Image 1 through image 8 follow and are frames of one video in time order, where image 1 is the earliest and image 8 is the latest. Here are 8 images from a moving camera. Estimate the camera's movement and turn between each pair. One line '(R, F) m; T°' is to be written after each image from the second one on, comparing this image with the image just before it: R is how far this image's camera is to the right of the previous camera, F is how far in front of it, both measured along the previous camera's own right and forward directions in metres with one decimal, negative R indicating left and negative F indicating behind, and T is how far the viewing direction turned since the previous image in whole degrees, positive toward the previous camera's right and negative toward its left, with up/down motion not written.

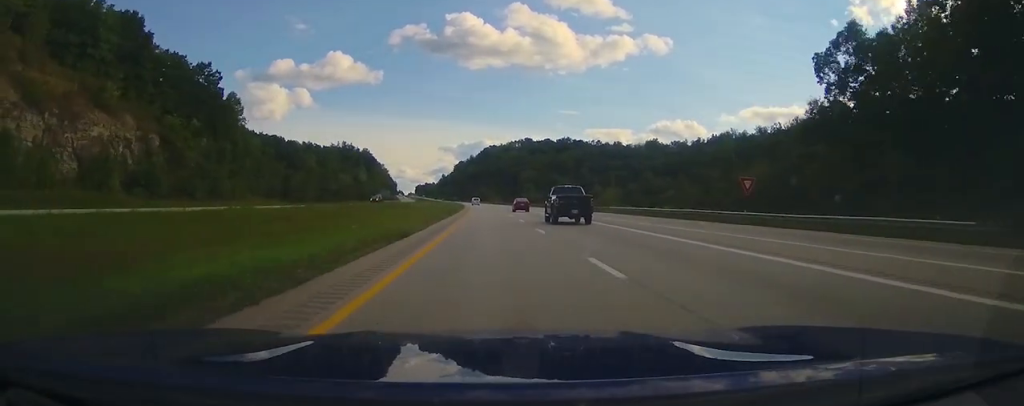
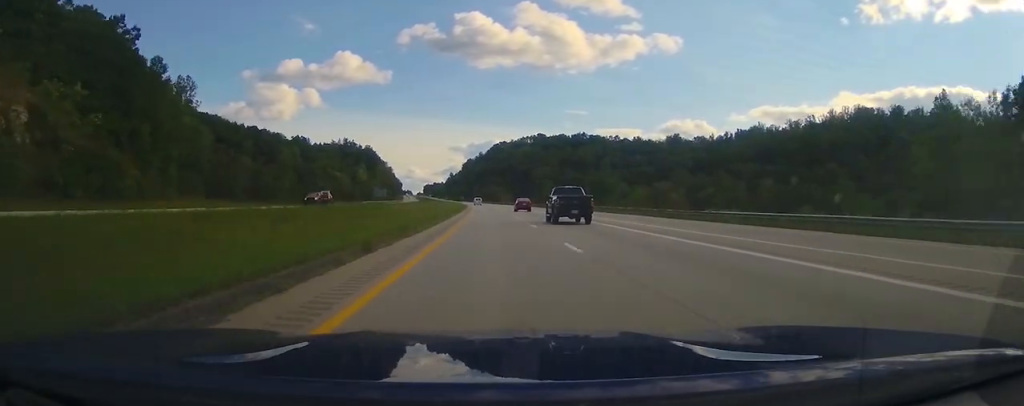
(0.0, +32.5) m; -1°
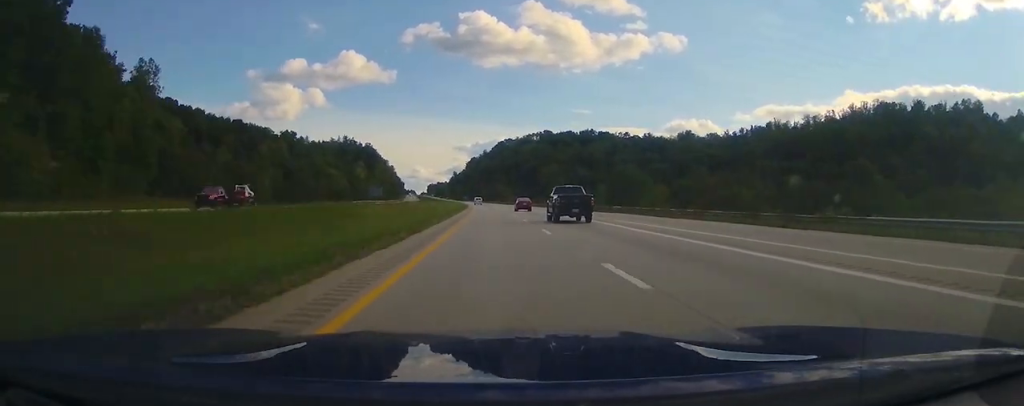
(-0.1, +17.9) m; -1°
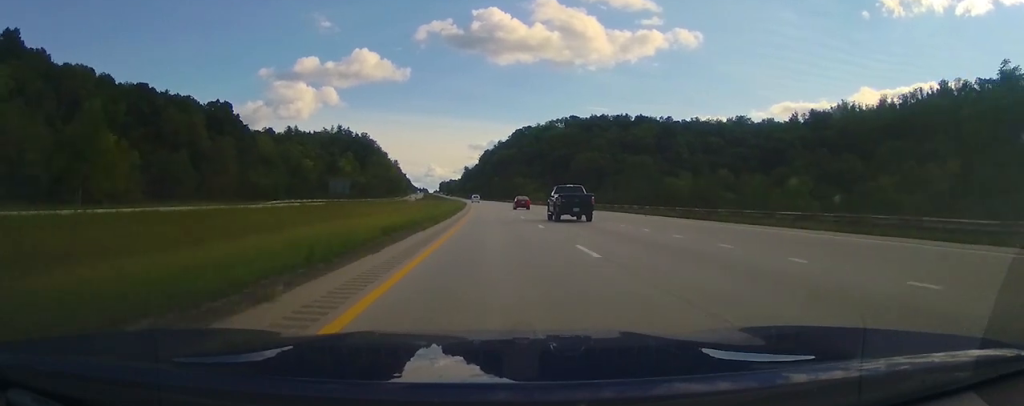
(-1.6, +69.5) m; -2°
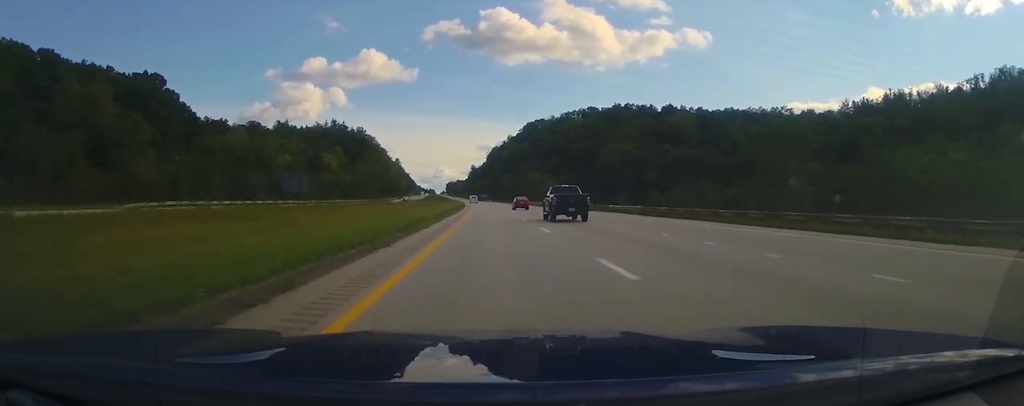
(+0.1, +40.2) m; -1°
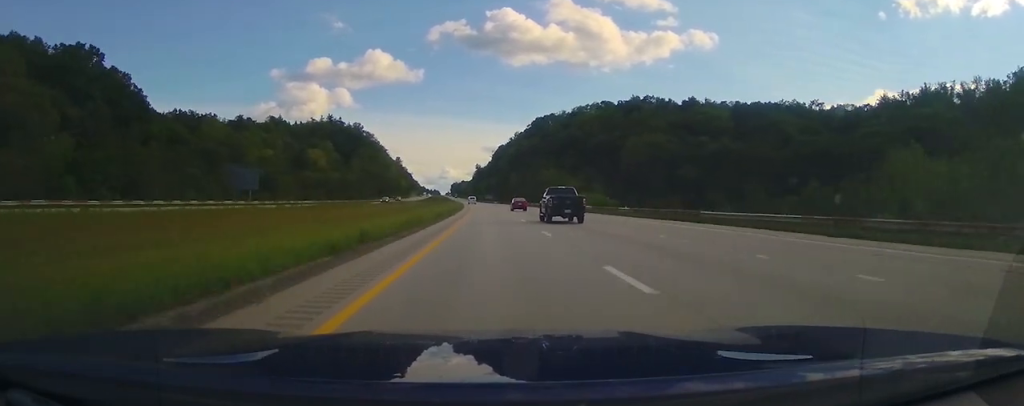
(-0.2, +25.6) m; -1°
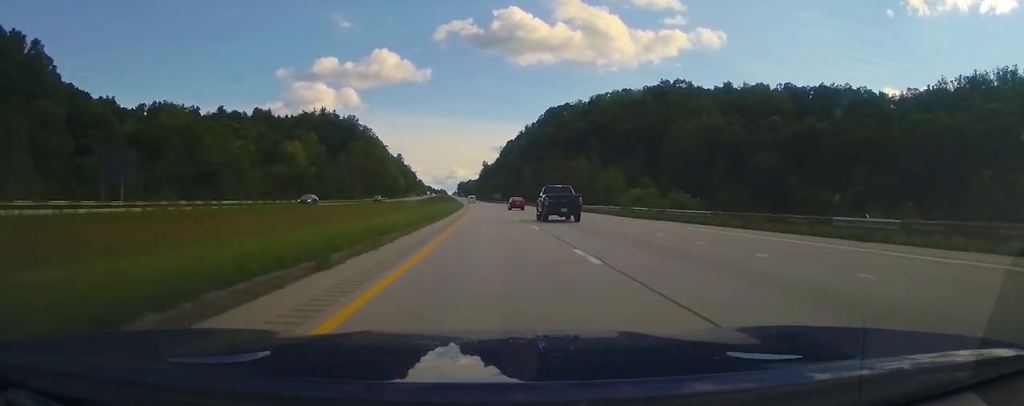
(-0.5, +33.3) m; -1°
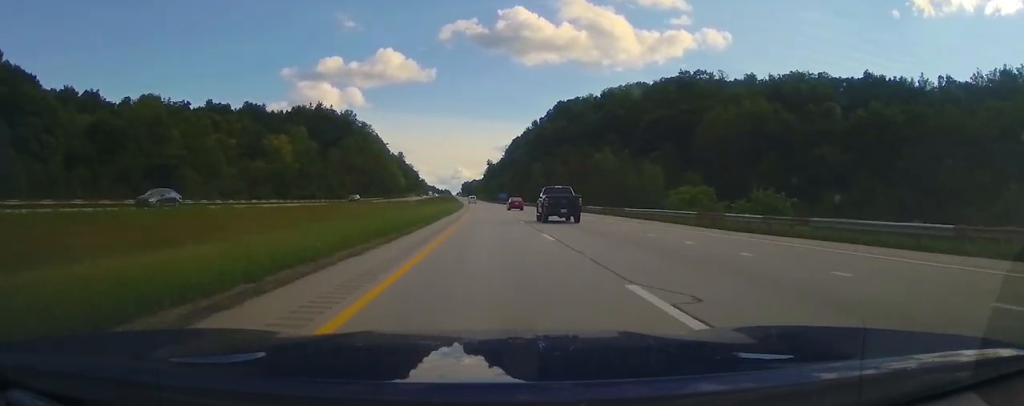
(+0.4, +17.7) m; -1°
